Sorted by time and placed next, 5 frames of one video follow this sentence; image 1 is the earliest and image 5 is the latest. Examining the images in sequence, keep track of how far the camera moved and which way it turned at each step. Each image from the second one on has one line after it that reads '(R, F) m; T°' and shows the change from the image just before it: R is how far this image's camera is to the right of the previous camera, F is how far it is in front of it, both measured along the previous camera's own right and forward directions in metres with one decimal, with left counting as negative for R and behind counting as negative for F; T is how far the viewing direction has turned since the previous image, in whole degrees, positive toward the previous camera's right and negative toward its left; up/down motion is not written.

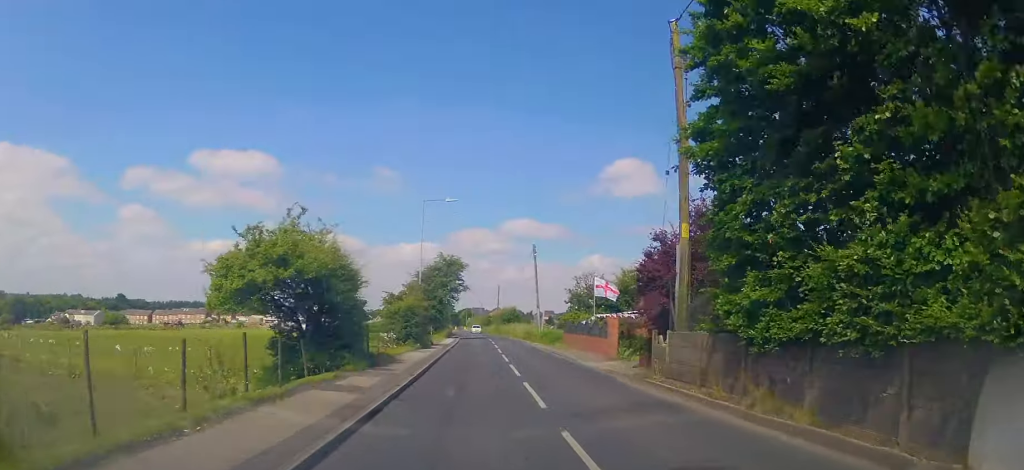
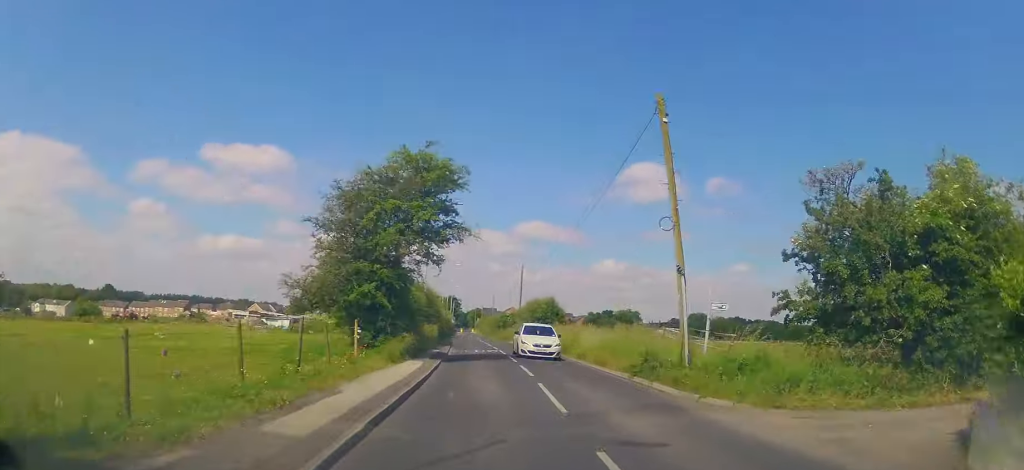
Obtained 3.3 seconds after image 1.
(-1.5, +31.4) m; 0°
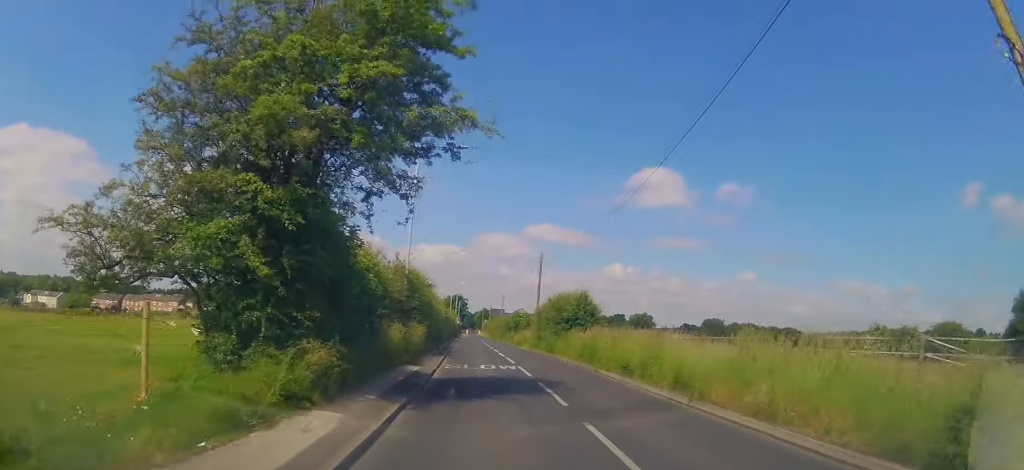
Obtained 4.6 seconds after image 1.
(+0.2, +11.6) m; -2°
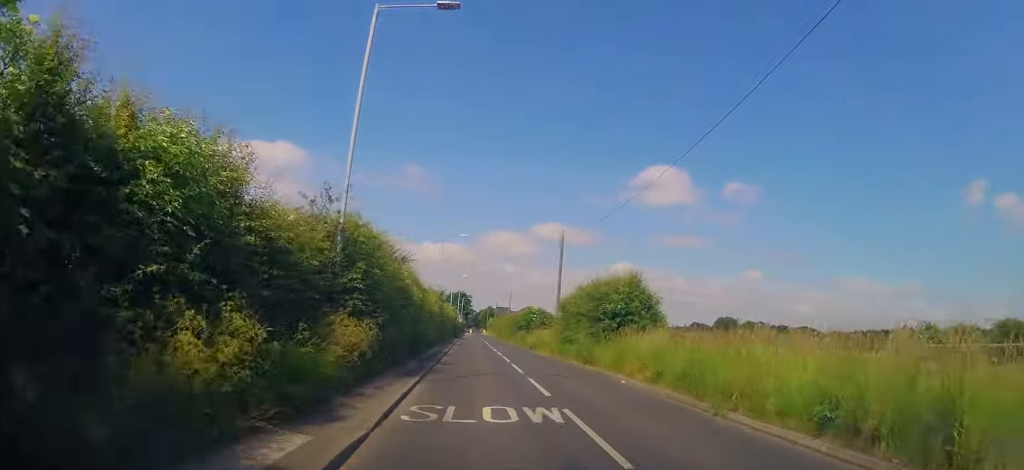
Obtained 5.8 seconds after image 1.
(-0.3, +10.8) m; -2°
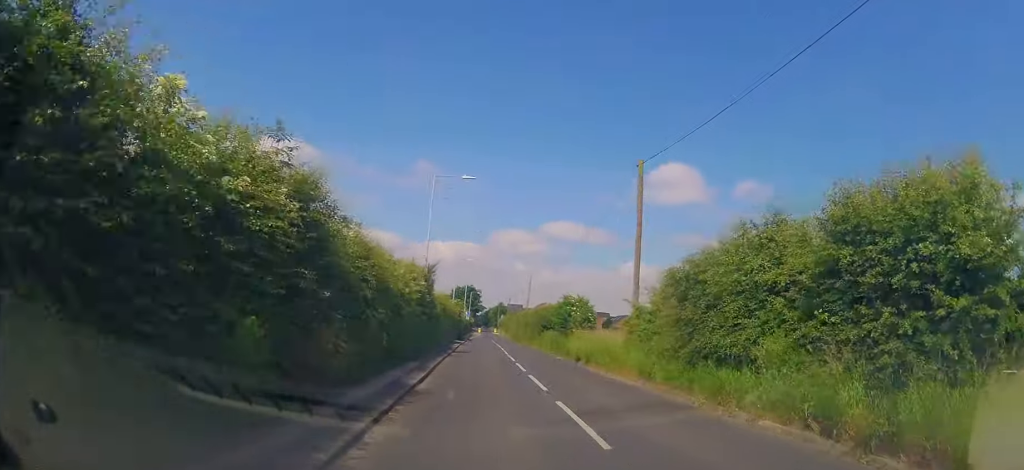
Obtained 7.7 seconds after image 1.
(0.0, +16.9) m; 0°
